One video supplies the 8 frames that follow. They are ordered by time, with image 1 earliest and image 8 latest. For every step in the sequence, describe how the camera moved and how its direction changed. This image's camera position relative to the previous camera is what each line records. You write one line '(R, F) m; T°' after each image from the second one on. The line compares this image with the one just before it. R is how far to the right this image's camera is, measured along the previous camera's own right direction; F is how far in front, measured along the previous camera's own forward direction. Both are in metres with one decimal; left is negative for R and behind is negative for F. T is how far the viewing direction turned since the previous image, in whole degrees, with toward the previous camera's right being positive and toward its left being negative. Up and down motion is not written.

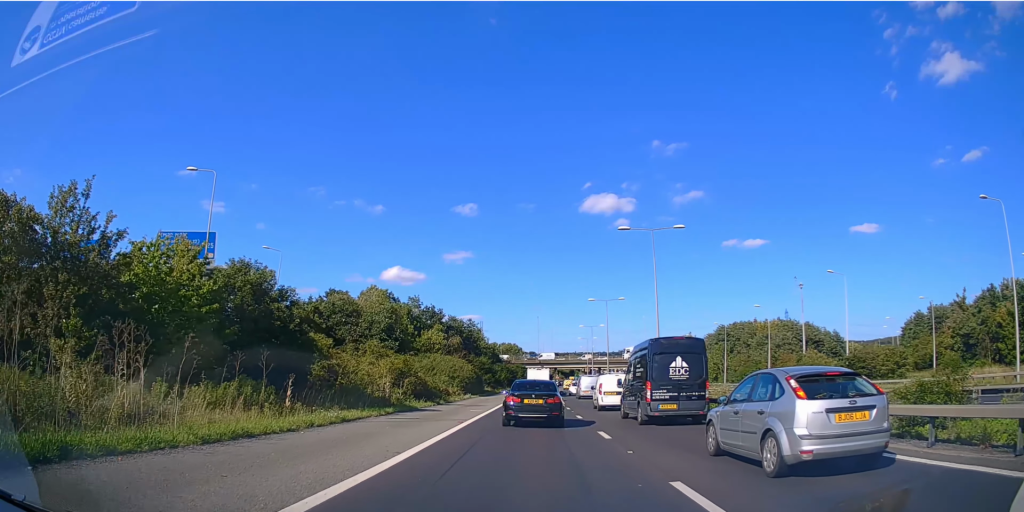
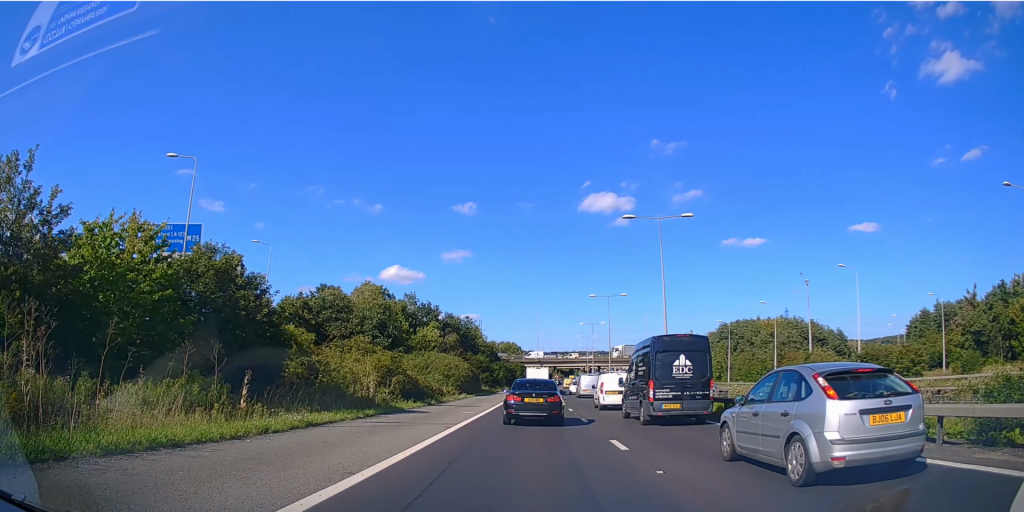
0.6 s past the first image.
(0.0, +2.8) m; +1°
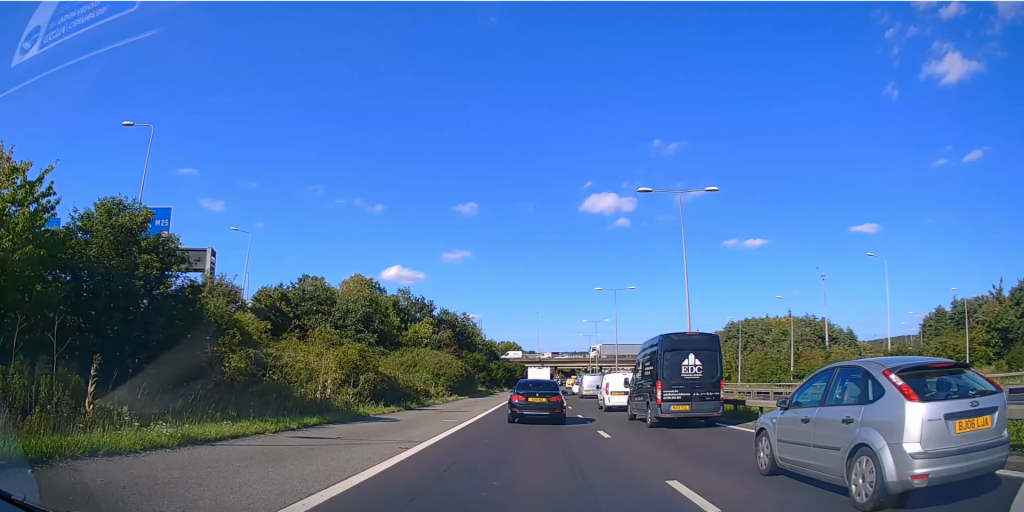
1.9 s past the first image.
(+0.1, +5.9) m; +1°
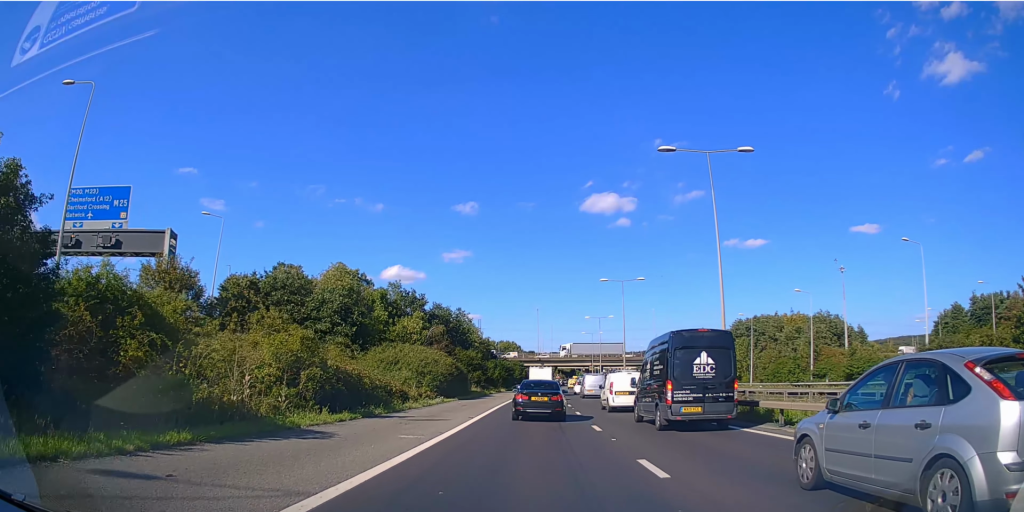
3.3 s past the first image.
(-0.1, +6.1) m; -2°
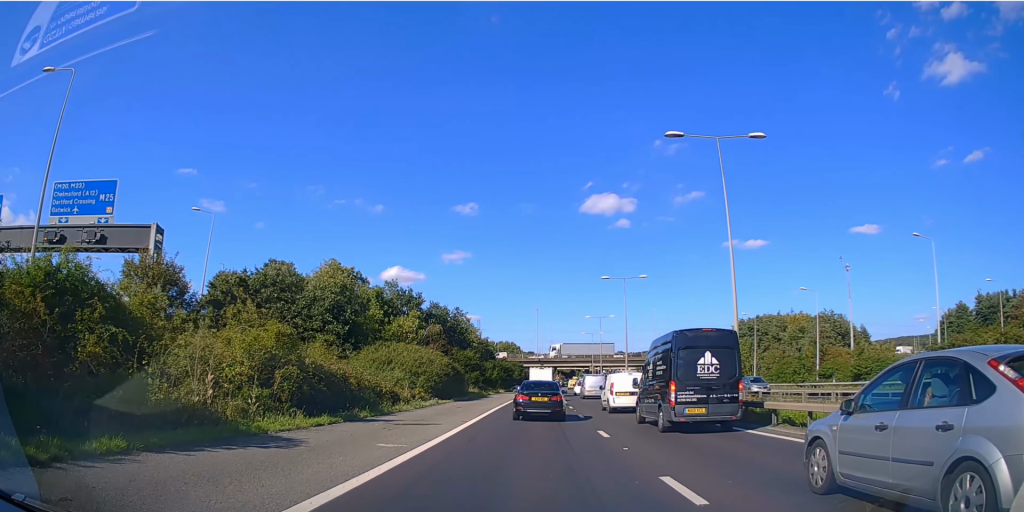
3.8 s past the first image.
(0.0, +1.9) m; 0°
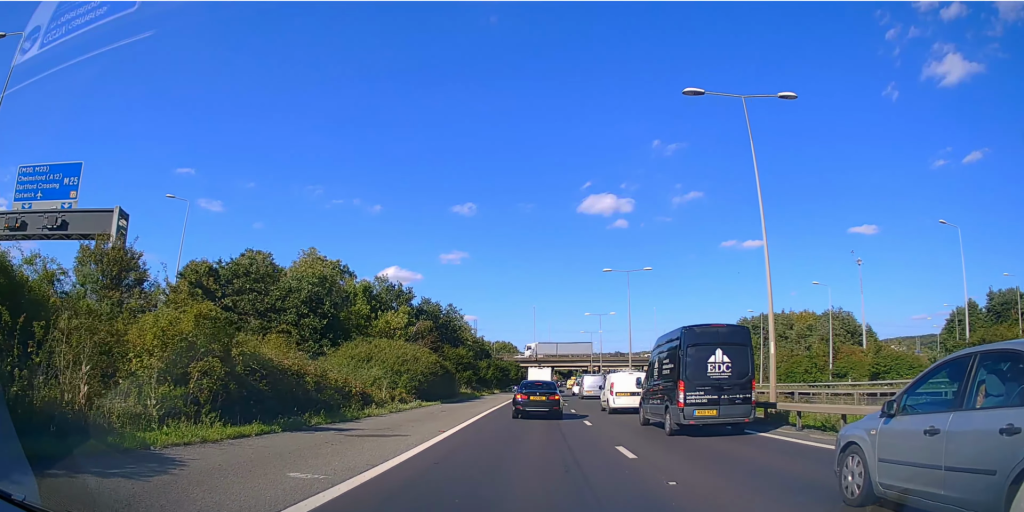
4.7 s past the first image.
(0.0, +4.3) m; +1°
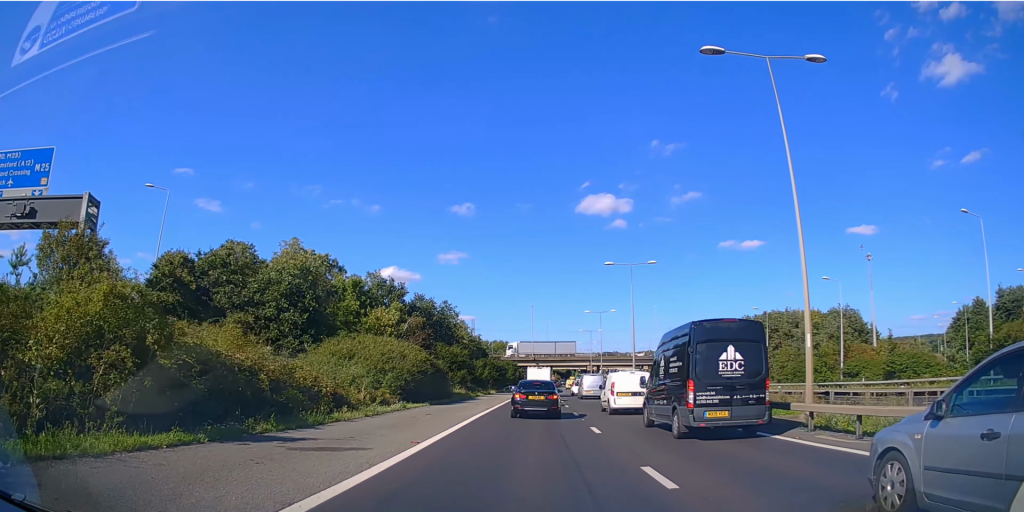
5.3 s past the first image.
(0.0, +3.1) m; +1°
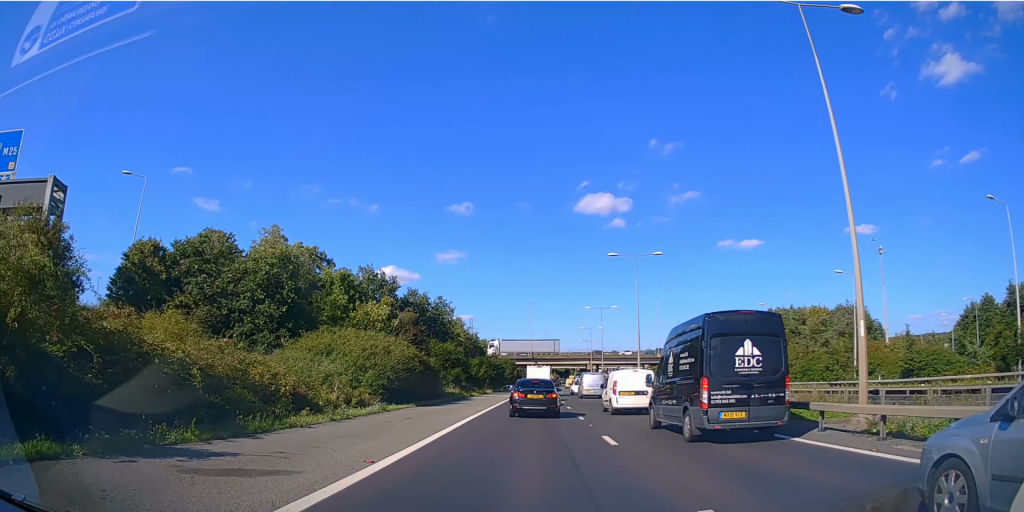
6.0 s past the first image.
(0.0, +3.2) m; +1°
